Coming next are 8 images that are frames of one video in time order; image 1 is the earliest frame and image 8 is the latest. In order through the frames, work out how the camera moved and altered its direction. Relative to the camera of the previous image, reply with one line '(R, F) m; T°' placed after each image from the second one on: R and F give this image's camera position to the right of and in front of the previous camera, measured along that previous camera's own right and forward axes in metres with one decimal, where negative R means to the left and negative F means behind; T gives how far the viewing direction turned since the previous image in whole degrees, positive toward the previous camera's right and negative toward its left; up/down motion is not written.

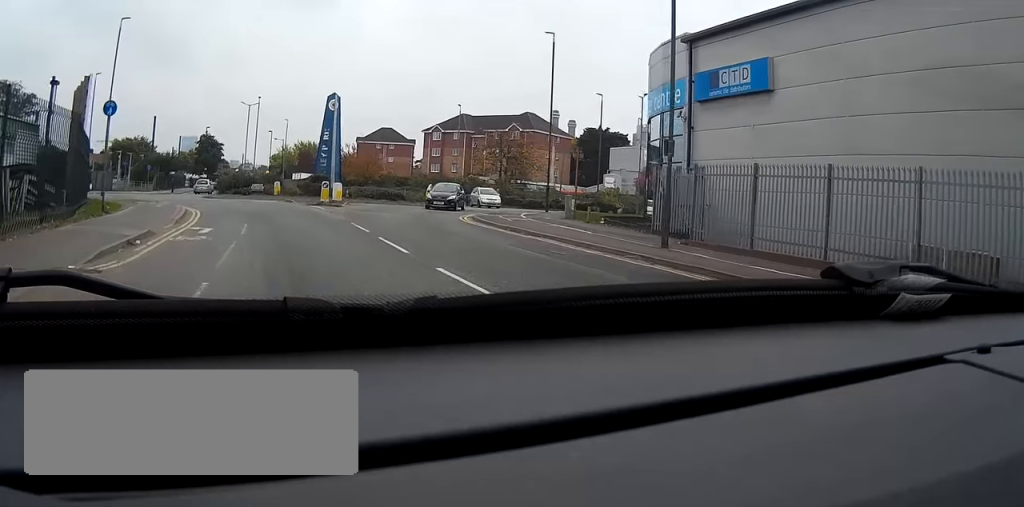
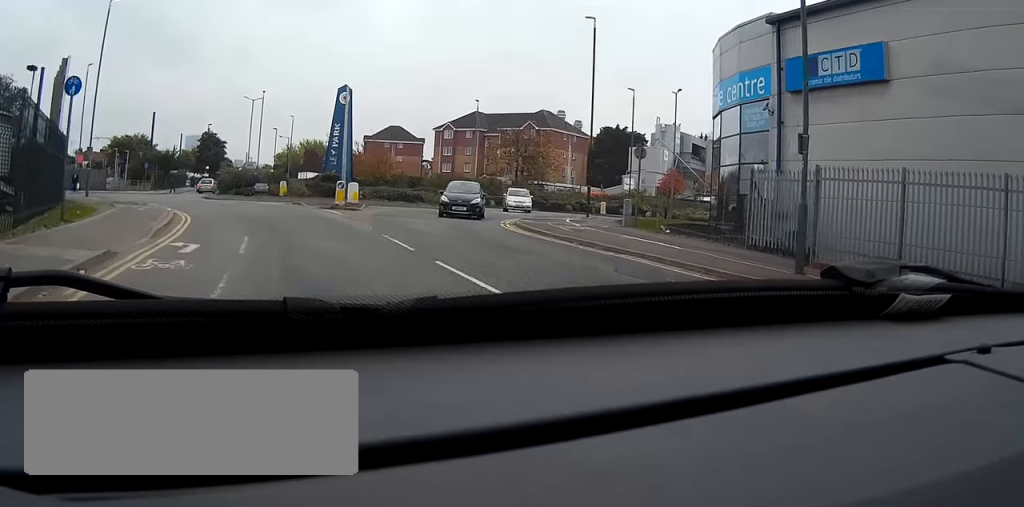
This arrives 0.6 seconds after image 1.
(+0.1, +5.0) m; +1°
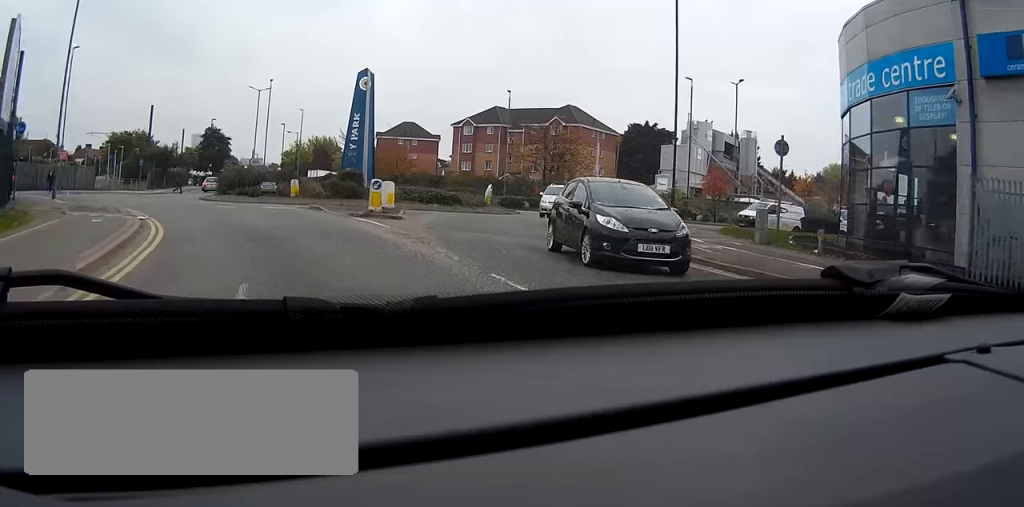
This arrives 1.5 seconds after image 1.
(+0.3, +7.9) m; 0°
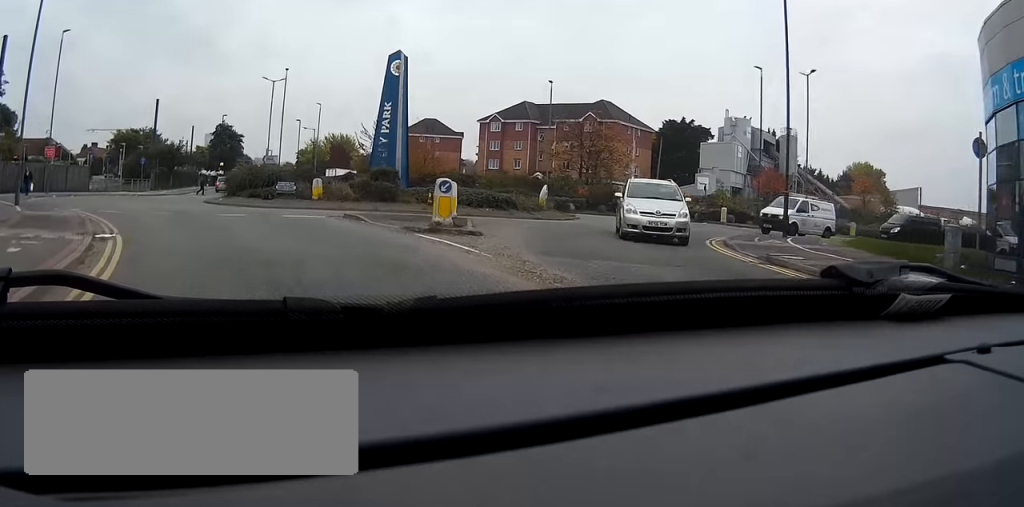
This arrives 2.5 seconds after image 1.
(-0.3, +7.1) m; -5°
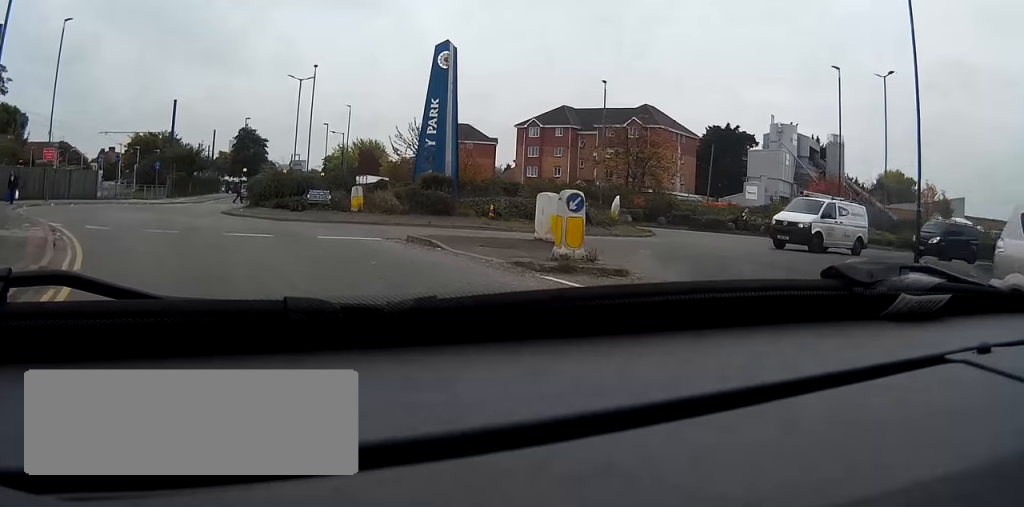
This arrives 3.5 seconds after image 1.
(-0.2, +5.6) m; -4°
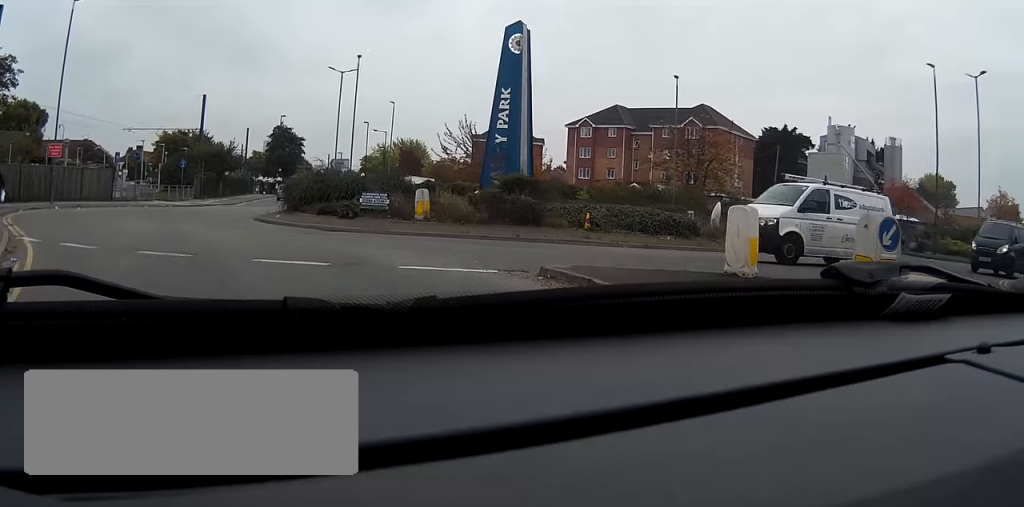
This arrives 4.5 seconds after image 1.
(-0.3, +5.4) m; -5°
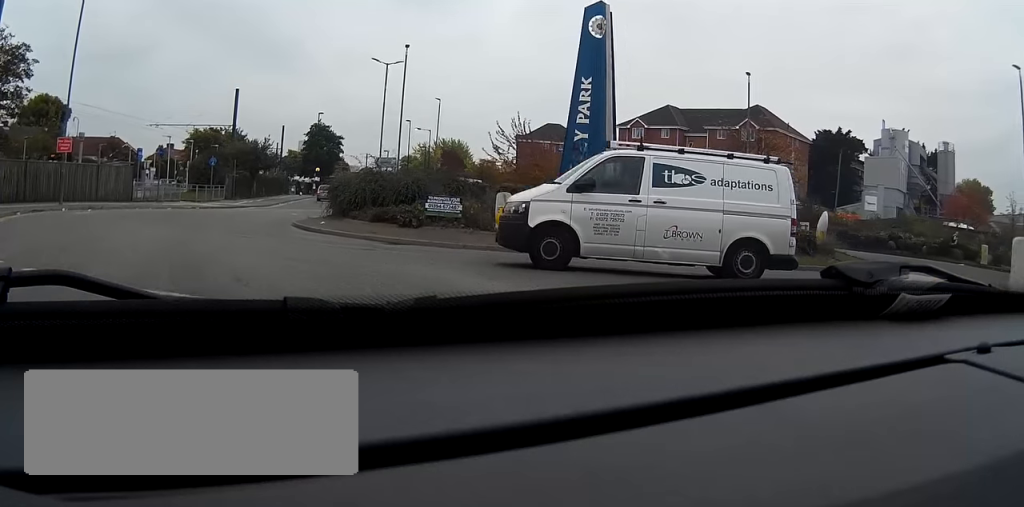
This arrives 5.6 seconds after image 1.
(-0.1, +4.6) m; -3°
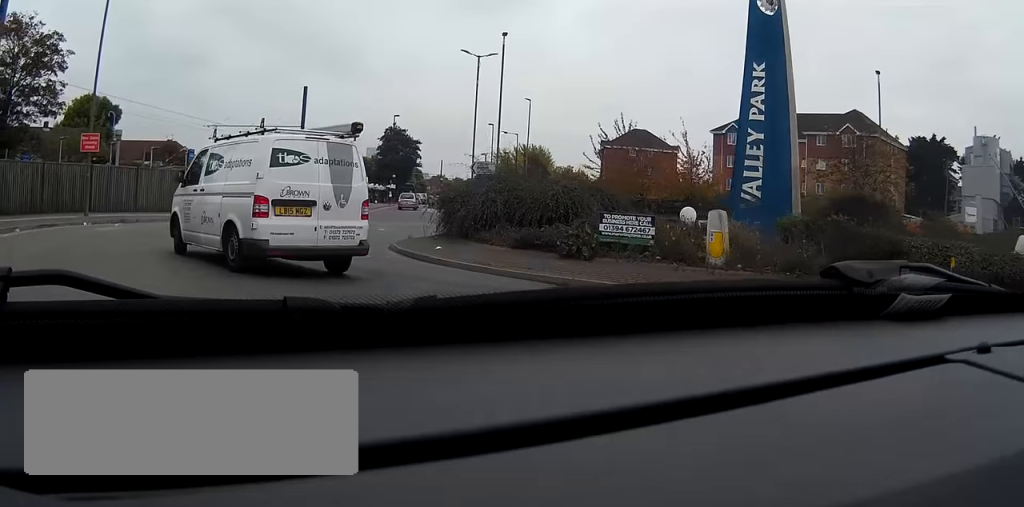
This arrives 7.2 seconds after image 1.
(-0.3, +6.4) m; -6°
